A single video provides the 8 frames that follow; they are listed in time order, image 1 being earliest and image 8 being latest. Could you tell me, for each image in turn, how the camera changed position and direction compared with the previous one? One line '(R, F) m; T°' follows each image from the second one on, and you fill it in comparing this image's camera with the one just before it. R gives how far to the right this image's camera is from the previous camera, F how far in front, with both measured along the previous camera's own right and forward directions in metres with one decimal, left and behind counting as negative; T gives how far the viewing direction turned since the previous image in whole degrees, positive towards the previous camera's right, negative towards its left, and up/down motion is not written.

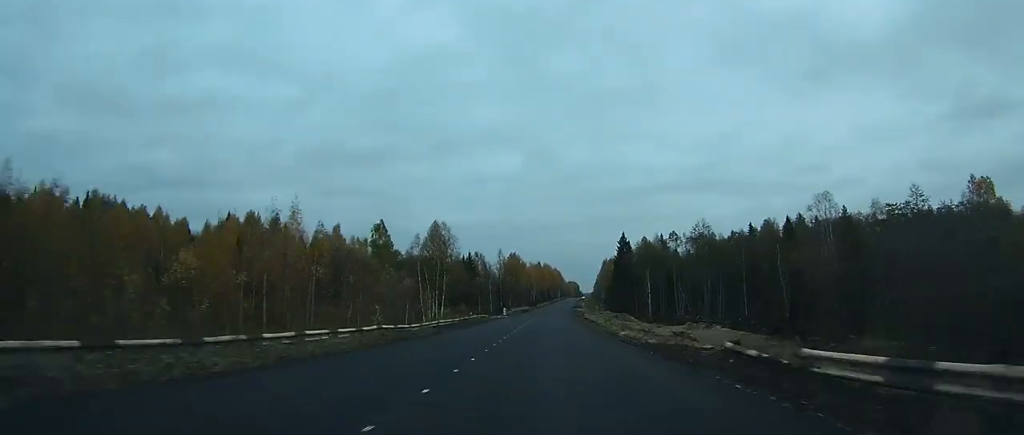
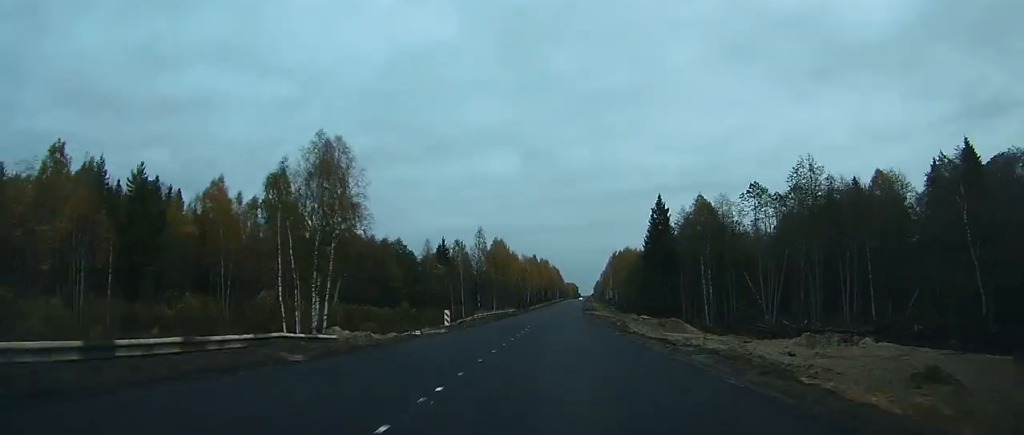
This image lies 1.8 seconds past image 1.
(+0.1, +52.9) m; +1°
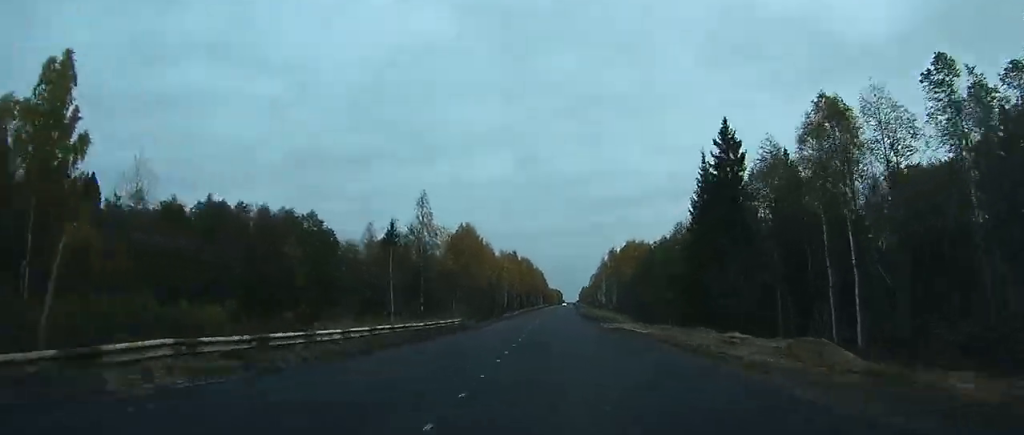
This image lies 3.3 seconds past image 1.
(+0.6, +44.8) m; +1°
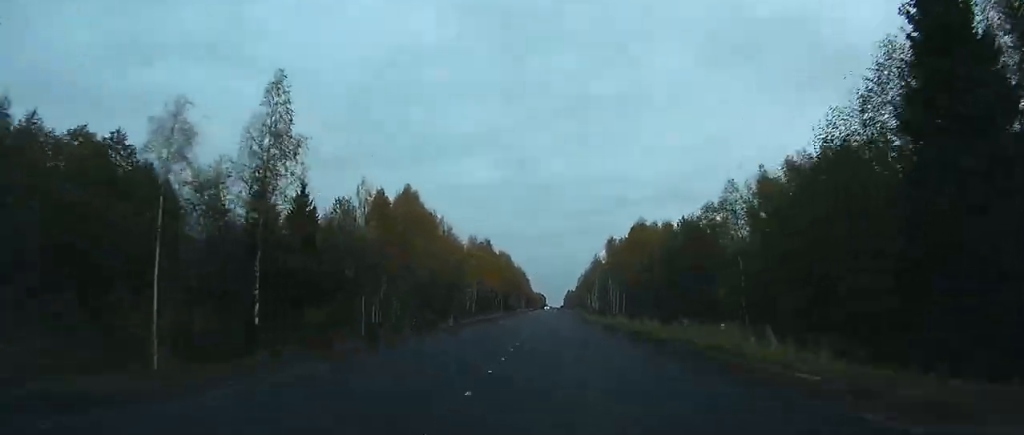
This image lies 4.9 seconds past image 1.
(+0.6, +43.6) m; +1°
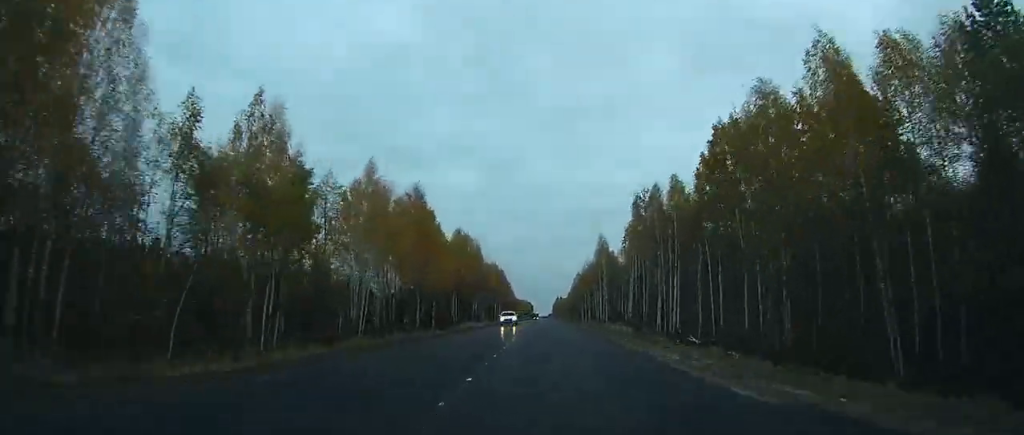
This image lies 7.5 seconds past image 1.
(+1.6, +70.1) m; +2°
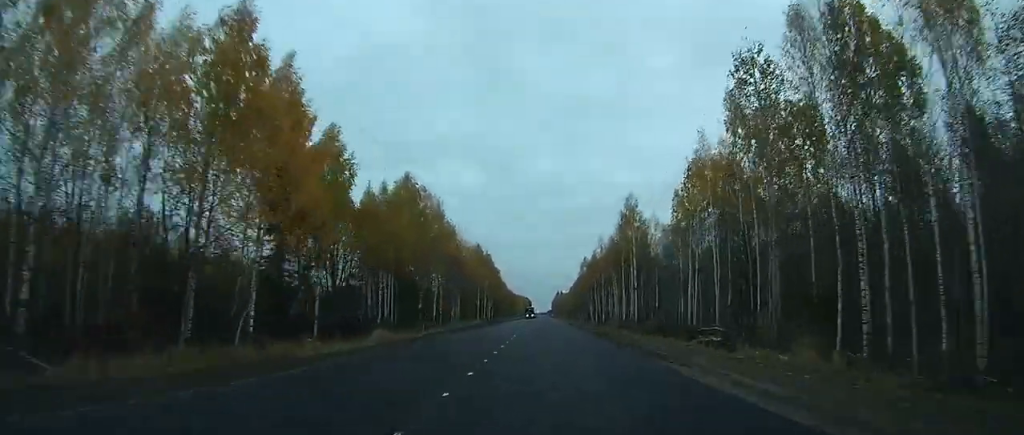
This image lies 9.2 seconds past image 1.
(0.0, +45.2) m; 0°
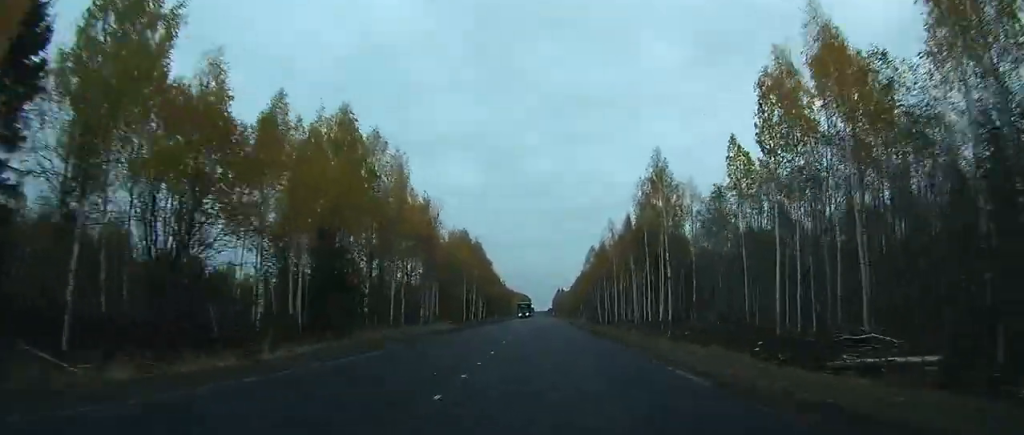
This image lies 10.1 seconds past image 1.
(-0.1, +25.0) m; 0°
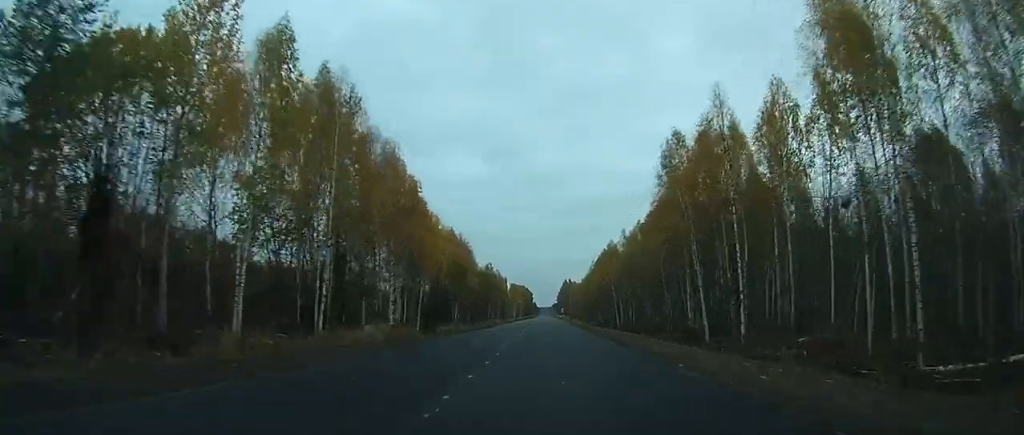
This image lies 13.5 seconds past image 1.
(-0.2, +103.0) m; 0°
